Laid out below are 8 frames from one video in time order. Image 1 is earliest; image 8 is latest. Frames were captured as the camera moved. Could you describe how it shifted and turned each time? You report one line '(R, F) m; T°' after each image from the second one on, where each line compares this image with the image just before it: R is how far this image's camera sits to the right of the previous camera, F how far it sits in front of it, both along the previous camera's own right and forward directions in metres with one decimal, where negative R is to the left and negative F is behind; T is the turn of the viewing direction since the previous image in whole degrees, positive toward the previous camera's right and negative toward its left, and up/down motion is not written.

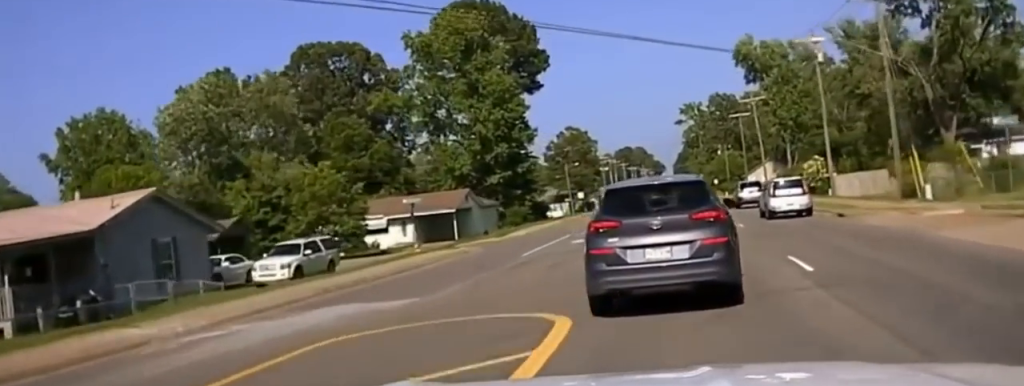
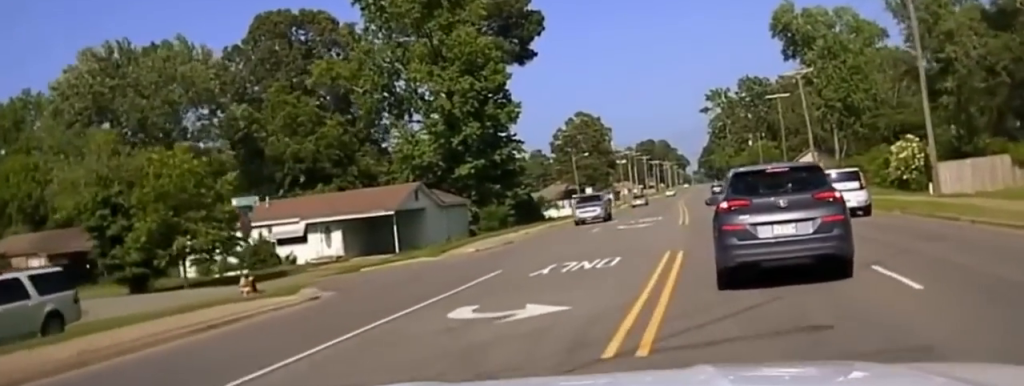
(+0.4, +22.5) m; 0°
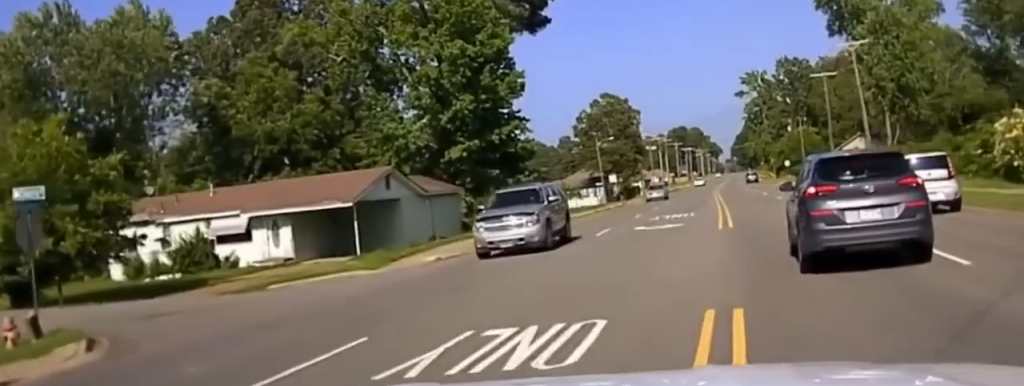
(-0.2, +9.1) m; -4°
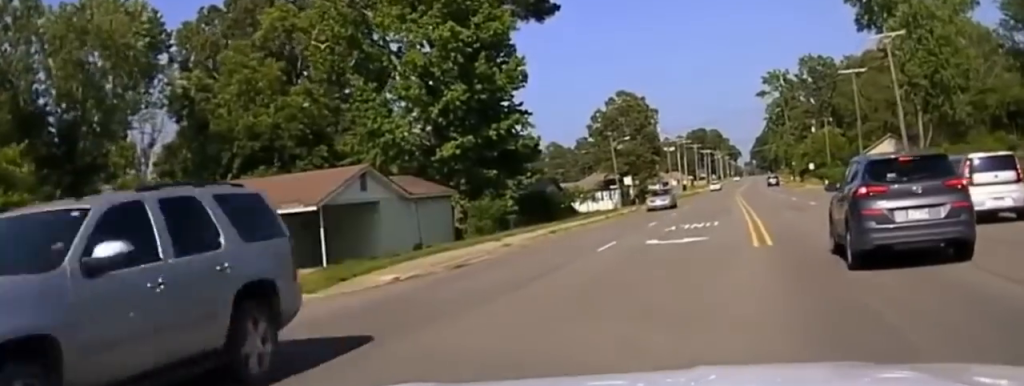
(-0.2, +4.8) m; -4°
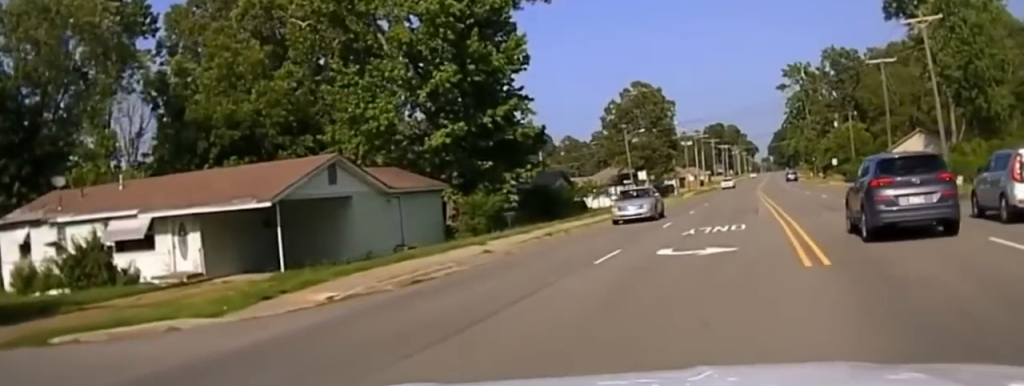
(-0.3, +4.6) m; -10°
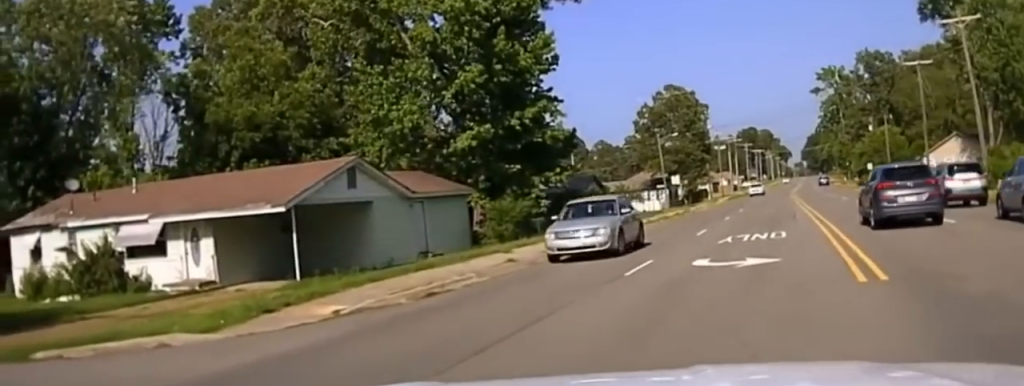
(-0.2, +2.4) m; -13°
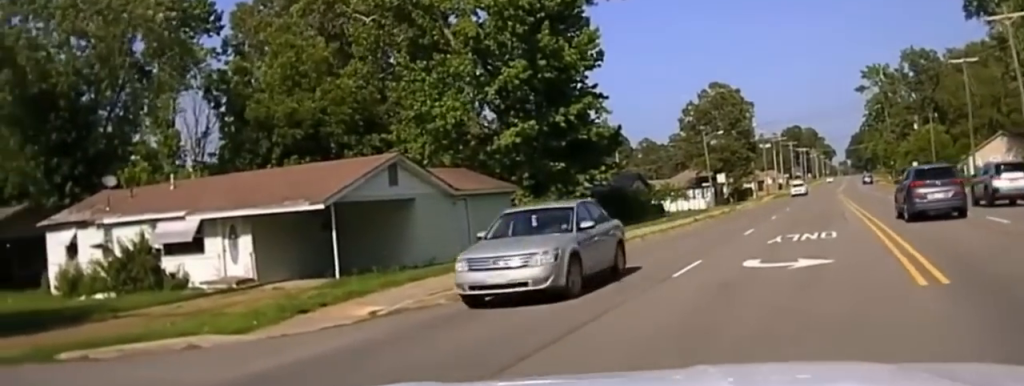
(-0.2, +1.1) m; -5°
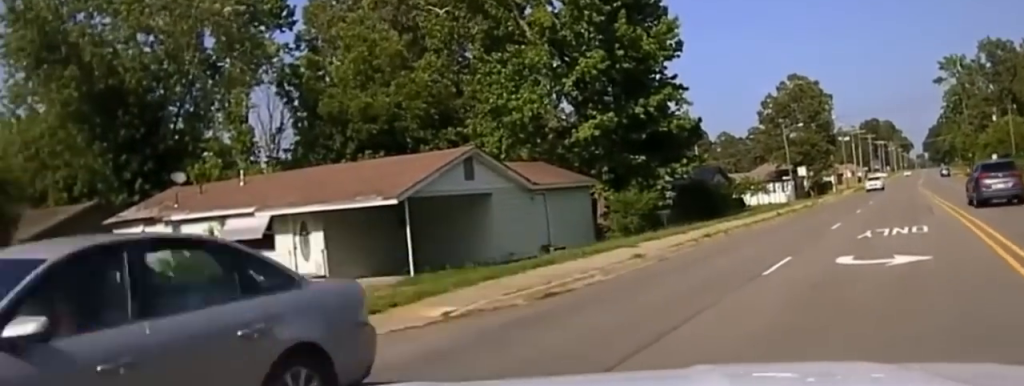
(-0.1, +1.7) m; -6°
